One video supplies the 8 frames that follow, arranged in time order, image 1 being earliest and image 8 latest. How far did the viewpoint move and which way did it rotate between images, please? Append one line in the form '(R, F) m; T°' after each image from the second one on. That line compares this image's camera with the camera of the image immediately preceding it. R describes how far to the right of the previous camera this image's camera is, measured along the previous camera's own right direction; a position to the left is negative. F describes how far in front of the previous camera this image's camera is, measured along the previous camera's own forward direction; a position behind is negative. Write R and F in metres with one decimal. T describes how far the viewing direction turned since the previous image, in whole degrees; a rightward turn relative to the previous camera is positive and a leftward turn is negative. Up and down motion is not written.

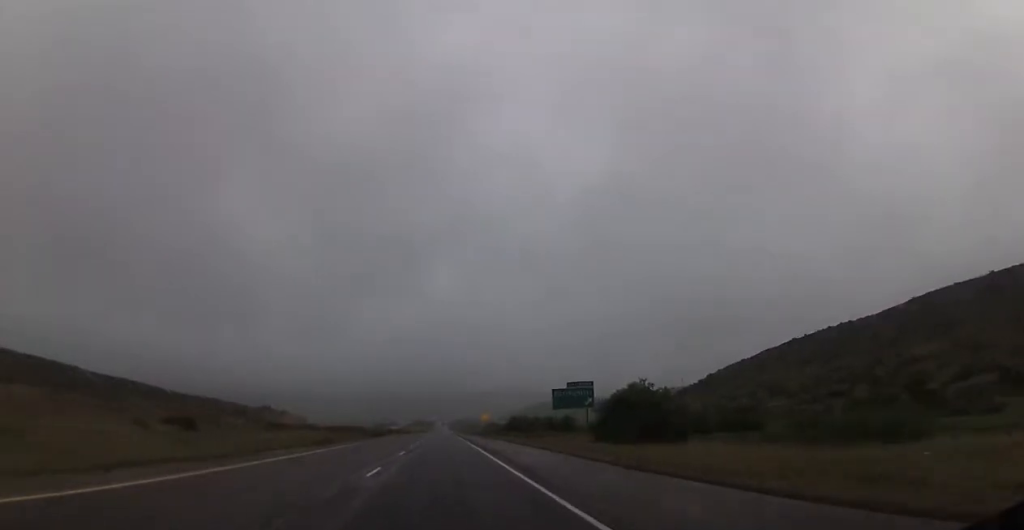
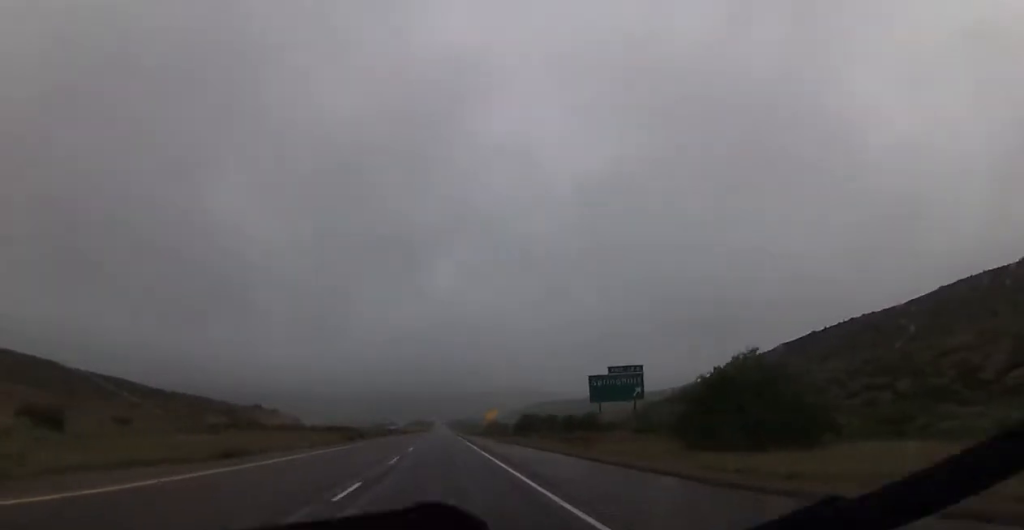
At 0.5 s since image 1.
(+0.1, +17.3) m; 0°
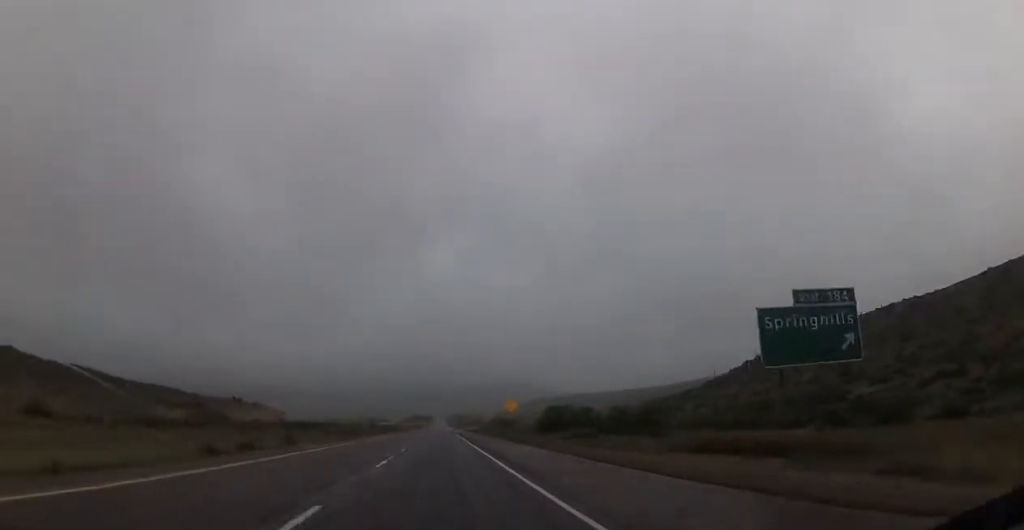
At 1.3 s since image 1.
(-0.1, +28.8) m; 0°
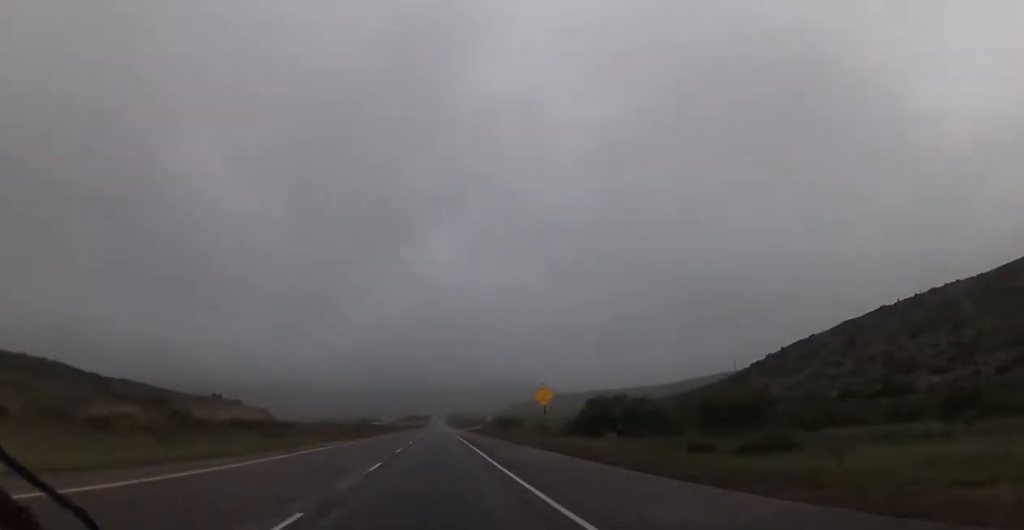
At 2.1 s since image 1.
(+0.1, +25.4) m; 0°
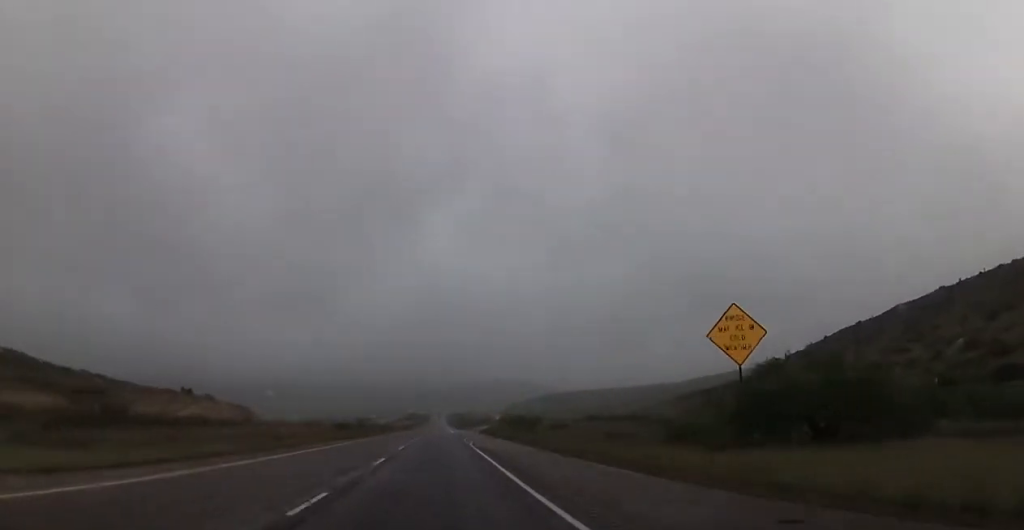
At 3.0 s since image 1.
(0.0, +33.5) m; 0°
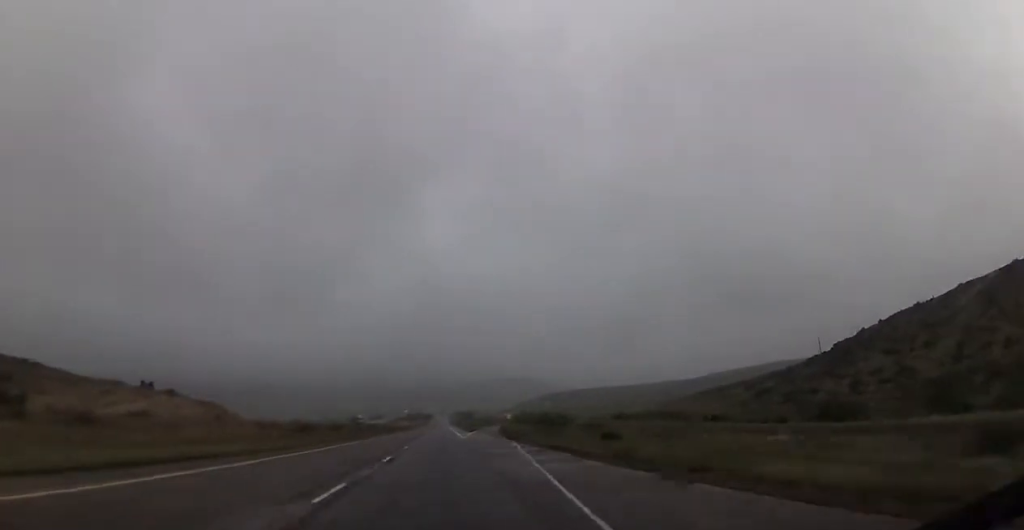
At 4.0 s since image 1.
(+0.1, +34.7) m; 0°
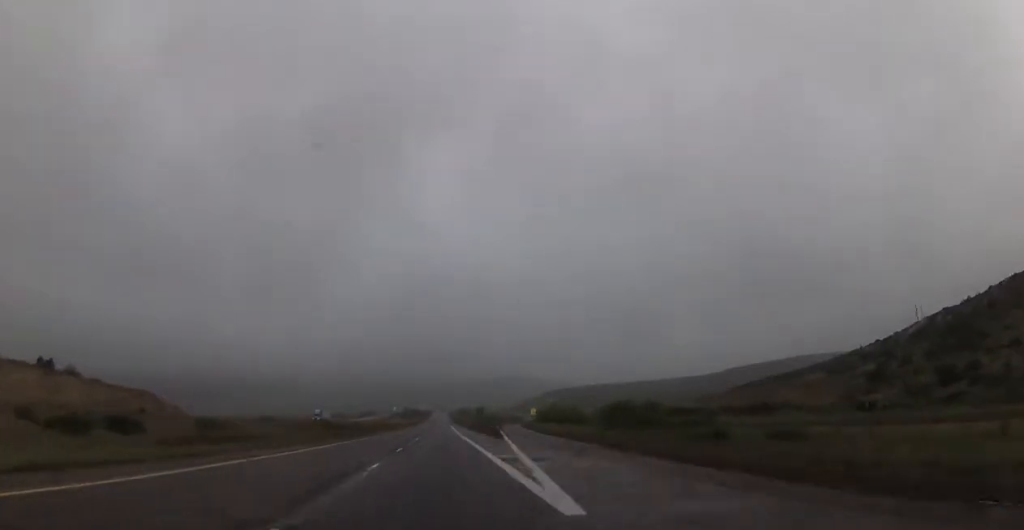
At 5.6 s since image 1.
(0.0, +55.6) m; 0°
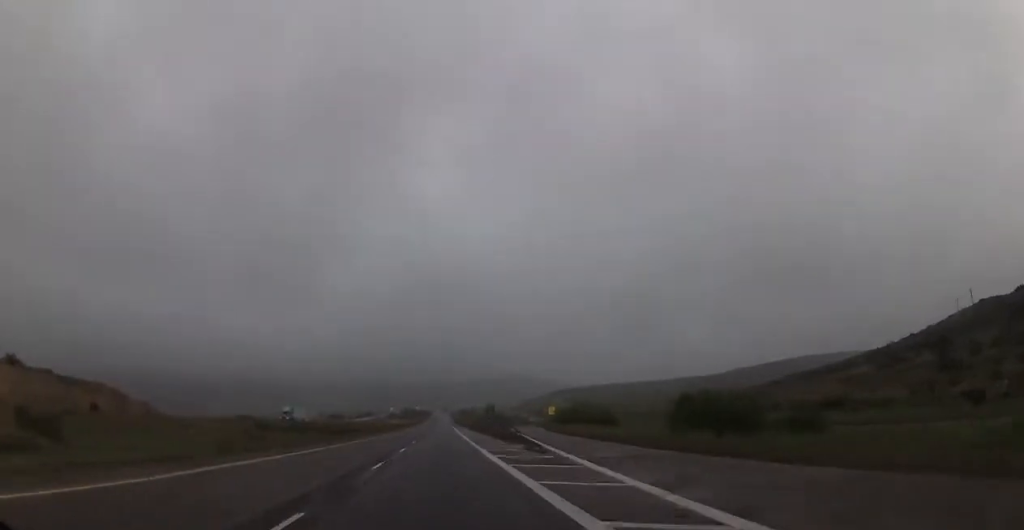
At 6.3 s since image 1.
(-0.1, +23.1) m; -1°
